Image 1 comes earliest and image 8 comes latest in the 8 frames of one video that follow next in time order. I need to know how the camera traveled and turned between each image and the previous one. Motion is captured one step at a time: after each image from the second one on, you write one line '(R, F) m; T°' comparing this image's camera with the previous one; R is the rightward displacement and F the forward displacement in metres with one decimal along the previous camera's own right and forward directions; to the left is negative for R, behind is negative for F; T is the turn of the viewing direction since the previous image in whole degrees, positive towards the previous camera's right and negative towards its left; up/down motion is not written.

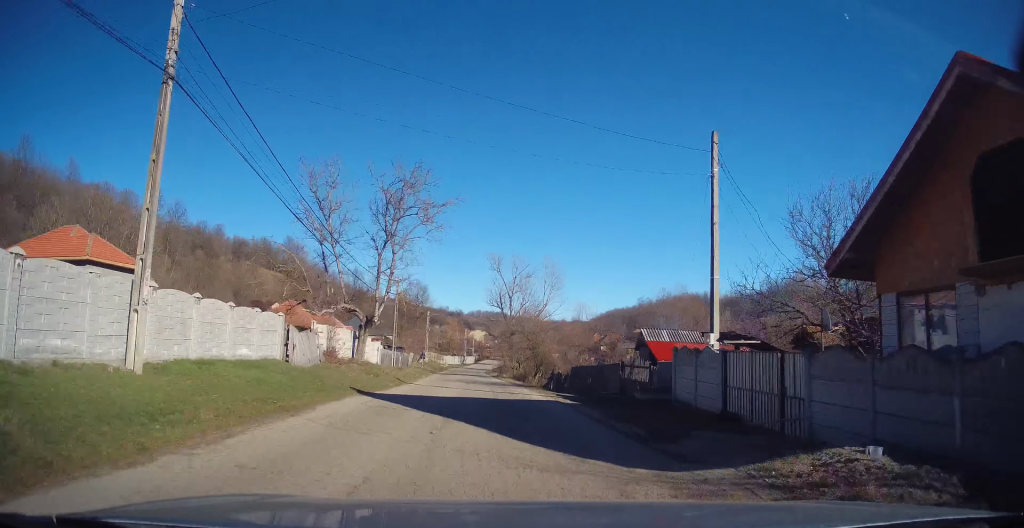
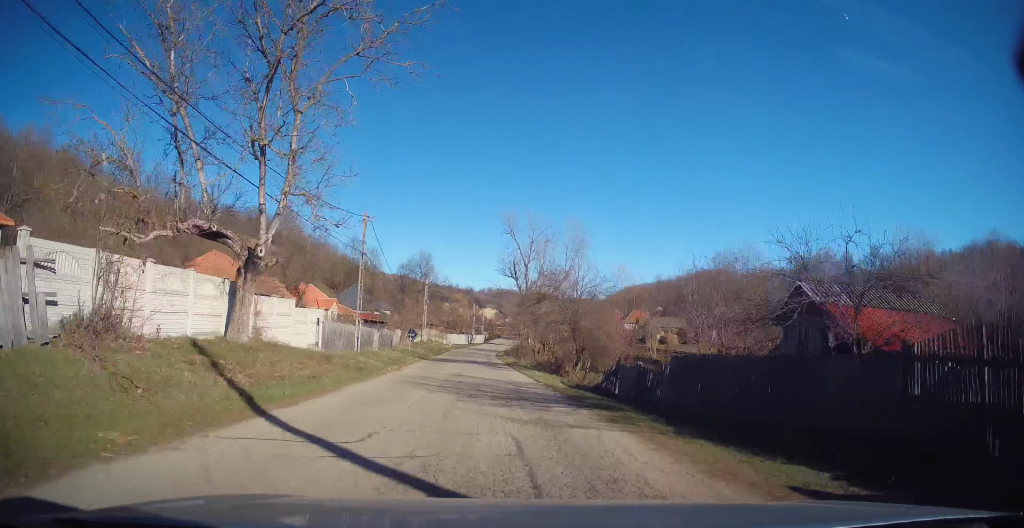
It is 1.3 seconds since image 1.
(-0.6, +16.7) m; -3°
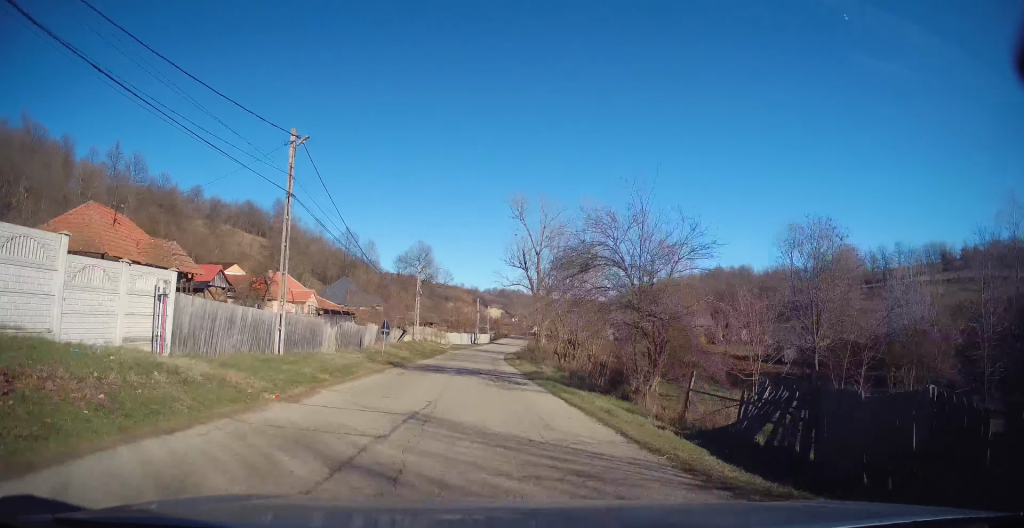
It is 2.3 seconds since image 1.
(0.0, +12.8) m; -1°
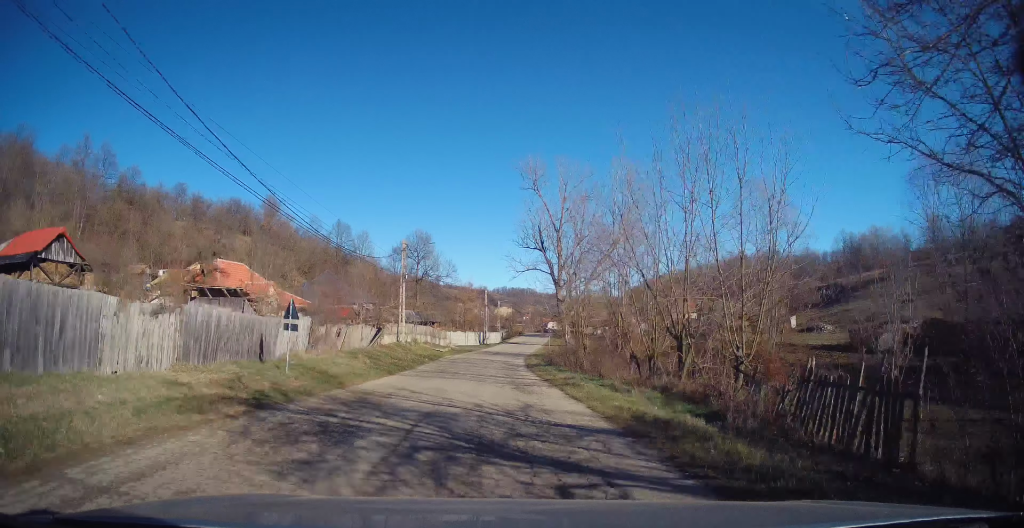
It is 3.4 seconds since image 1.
(-0.2, +16.0) m; -1°
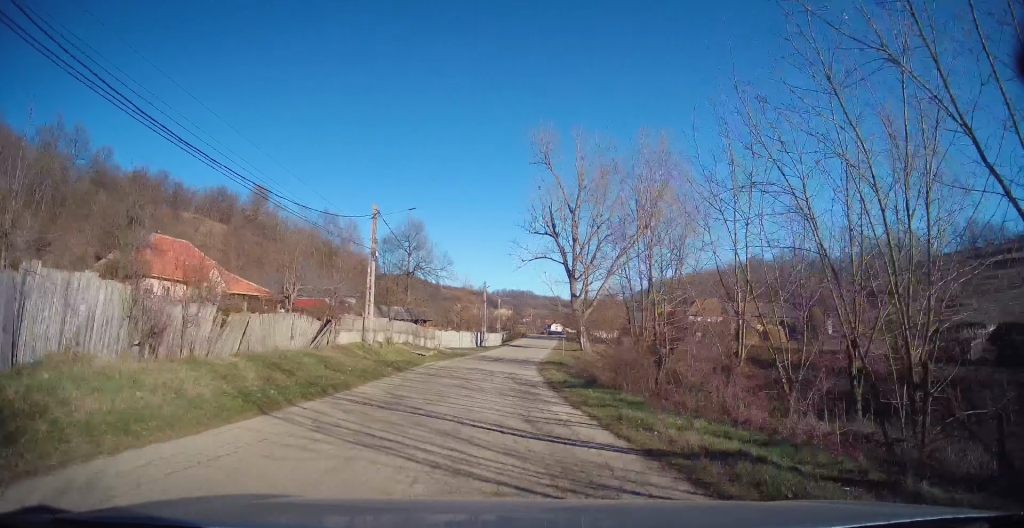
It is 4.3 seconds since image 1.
(0.0, +11.8) m; 0°
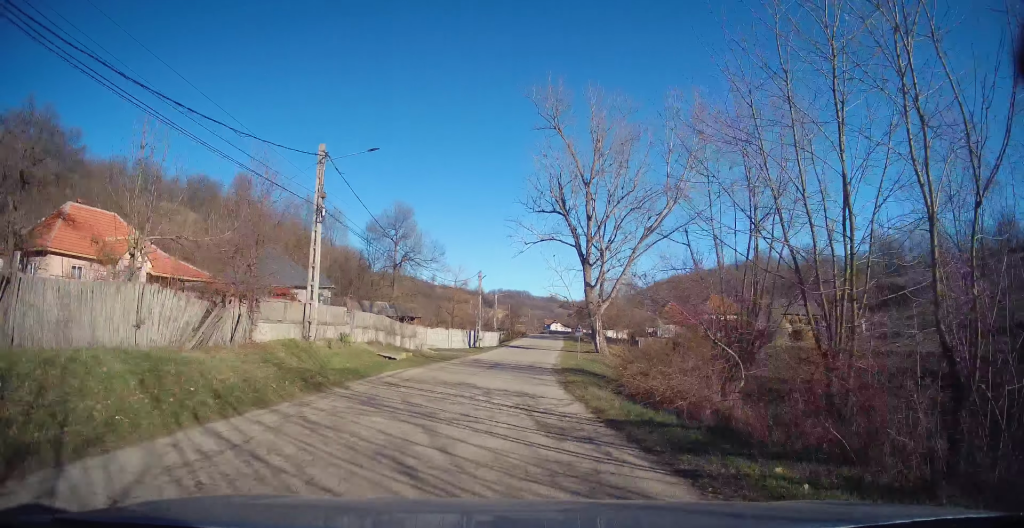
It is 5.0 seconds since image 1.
(0.0, +10.1) m; +1°
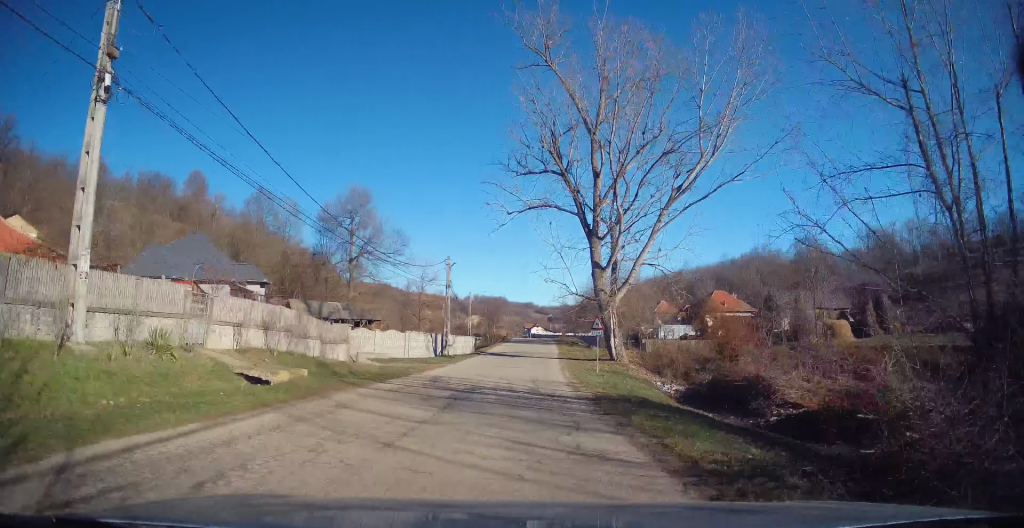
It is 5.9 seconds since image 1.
(+0.1, +13.1) m; +2°
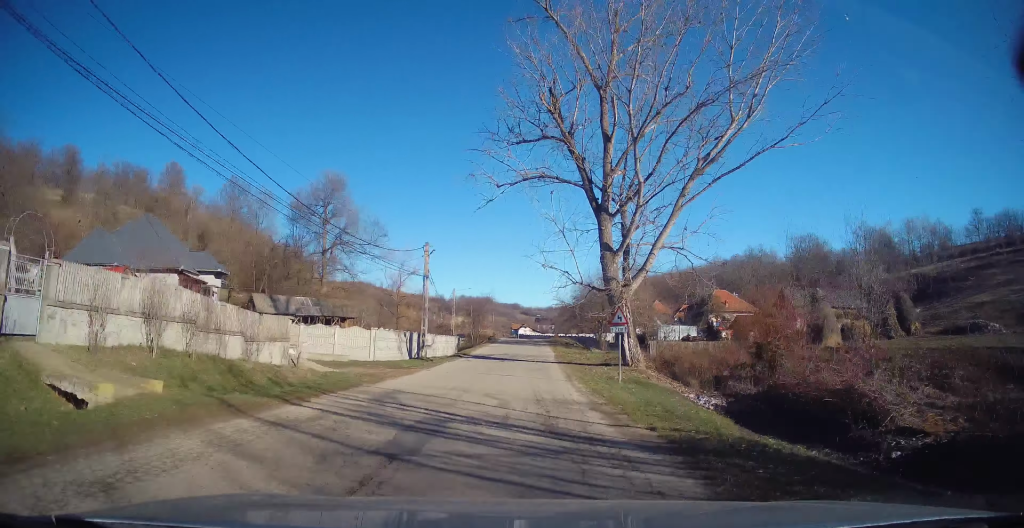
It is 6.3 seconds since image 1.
(-0.1, +6.3) m; +2°
